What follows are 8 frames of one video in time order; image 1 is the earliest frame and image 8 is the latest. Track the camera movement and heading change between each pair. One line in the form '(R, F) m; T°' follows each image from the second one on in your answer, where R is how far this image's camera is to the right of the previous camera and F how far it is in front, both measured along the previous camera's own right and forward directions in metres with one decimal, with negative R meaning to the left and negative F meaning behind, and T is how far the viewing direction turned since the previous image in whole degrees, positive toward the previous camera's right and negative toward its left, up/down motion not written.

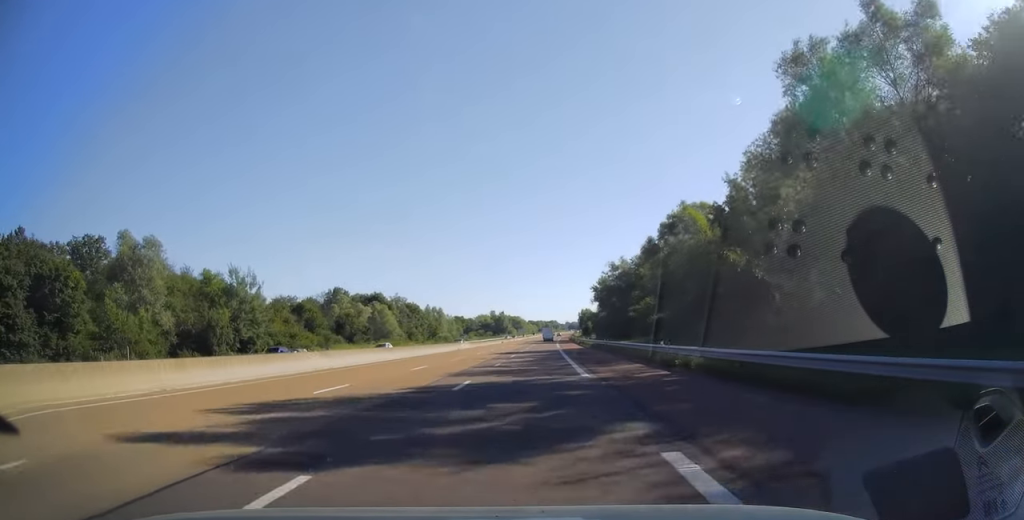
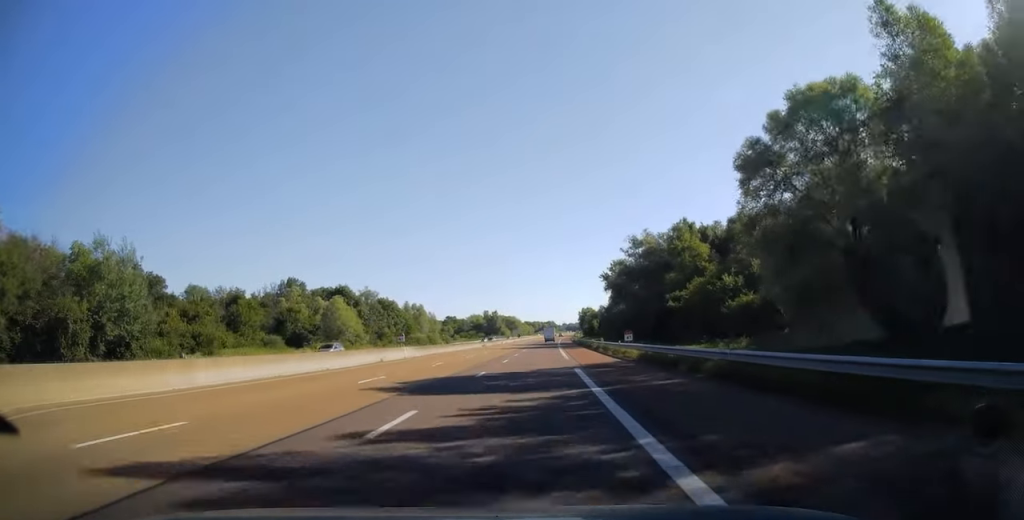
(+0.1, +33.5) m; 0°
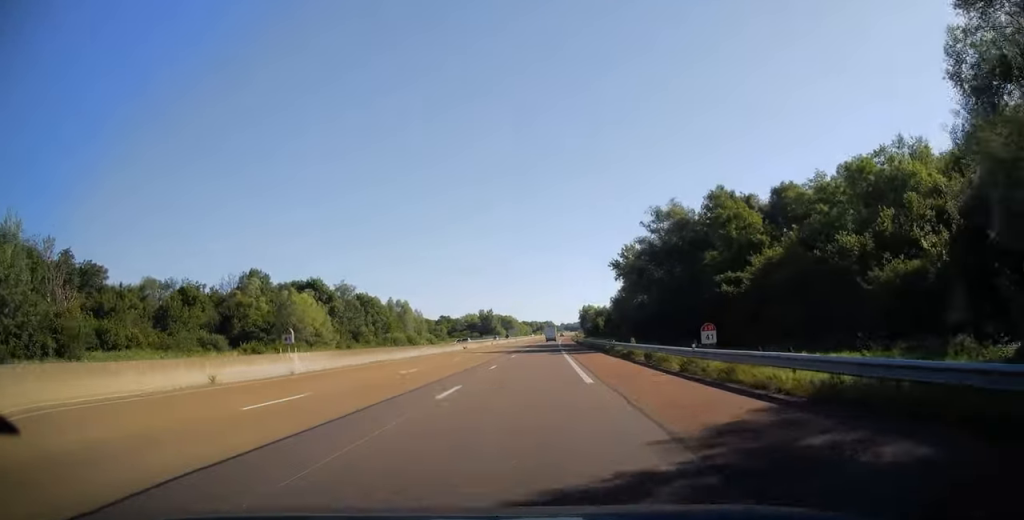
(0.0, +20.7) m; 0°
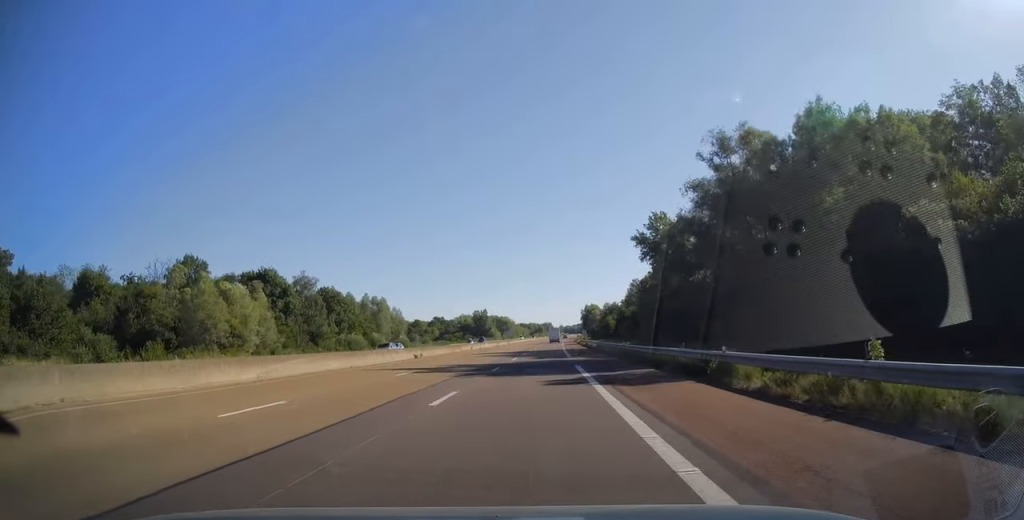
(+0.2, +27.3) m; 0°
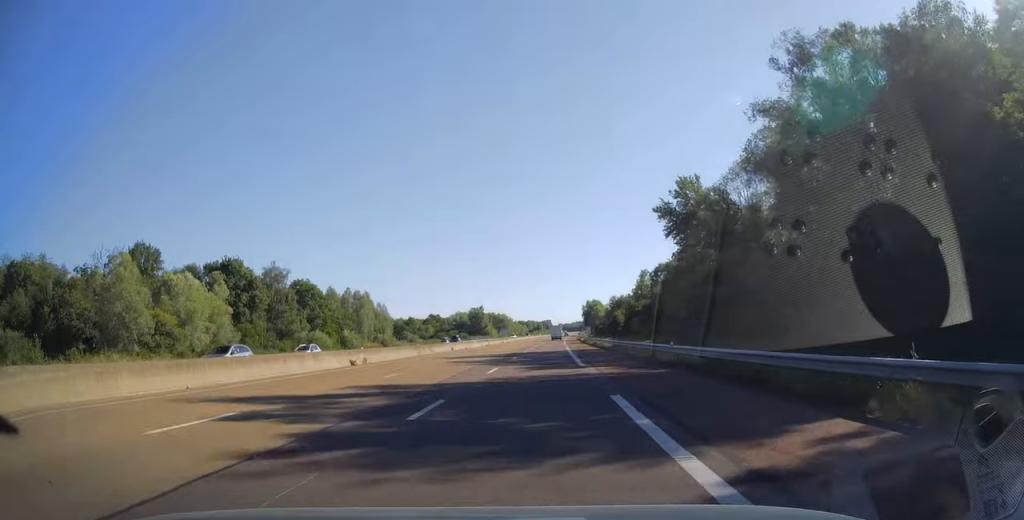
(-0.1, +15.5) m; 0°
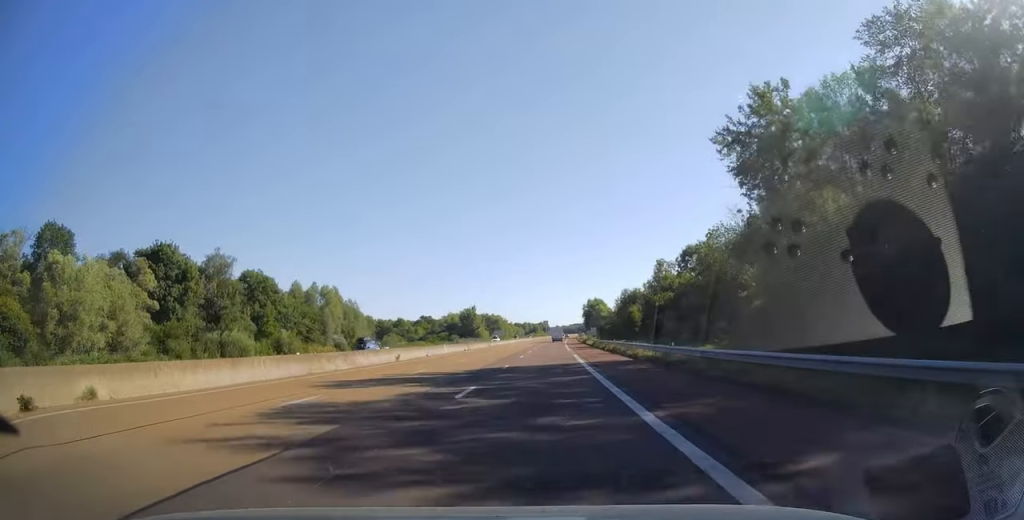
(0.0, +22.2) m; 0°
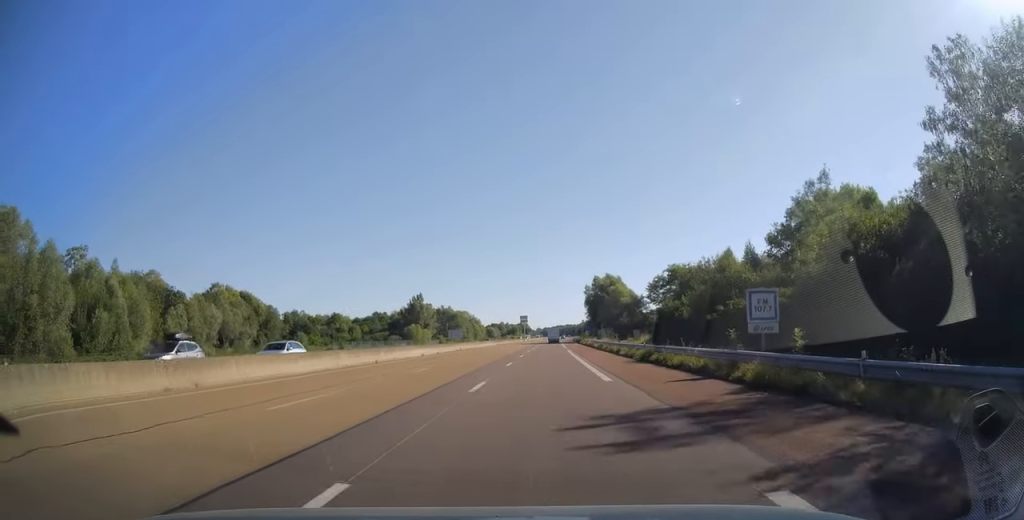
(+1.4, +89.7) m; +2°
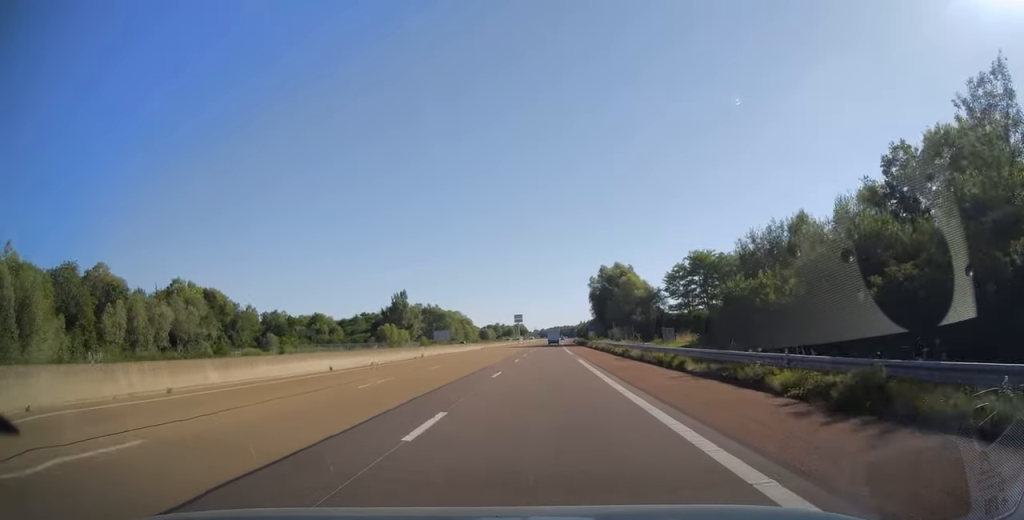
(+0.2, +20.5) m; 0°
